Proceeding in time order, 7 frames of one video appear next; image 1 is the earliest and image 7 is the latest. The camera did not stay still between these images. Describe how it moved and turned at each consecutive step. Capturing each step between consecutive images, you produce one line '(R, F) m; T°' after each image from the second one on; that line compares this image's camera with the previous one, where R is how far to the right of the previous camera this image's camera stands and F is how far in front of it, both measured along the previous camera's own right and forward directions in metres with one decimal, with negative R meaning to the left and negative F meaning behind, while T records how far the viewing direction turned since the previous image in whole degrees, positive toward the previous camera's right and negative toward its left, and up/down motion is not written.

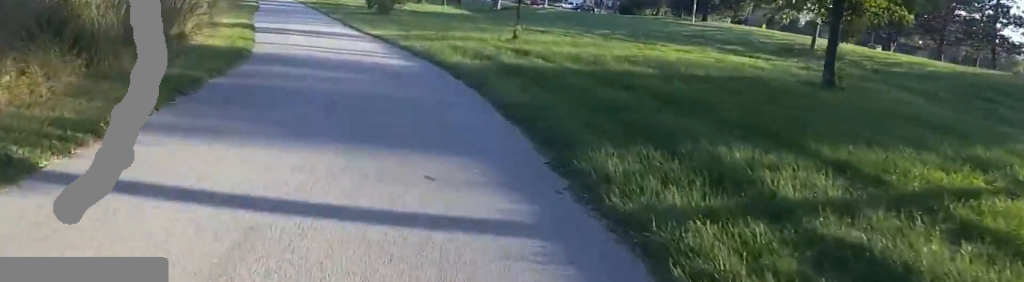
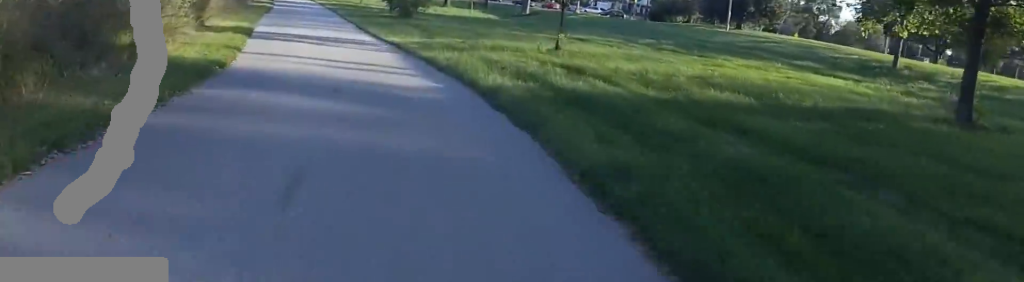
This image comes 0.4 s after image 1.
(-0.5, +2.6) m; 0°
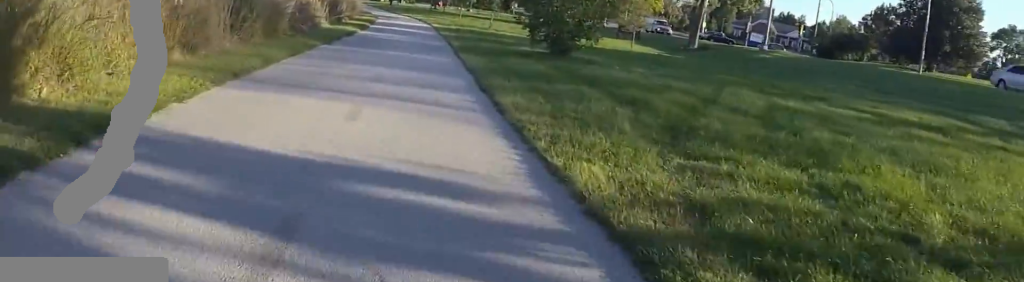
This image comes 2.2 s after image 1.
(-0.4, +11.7) m; -10°
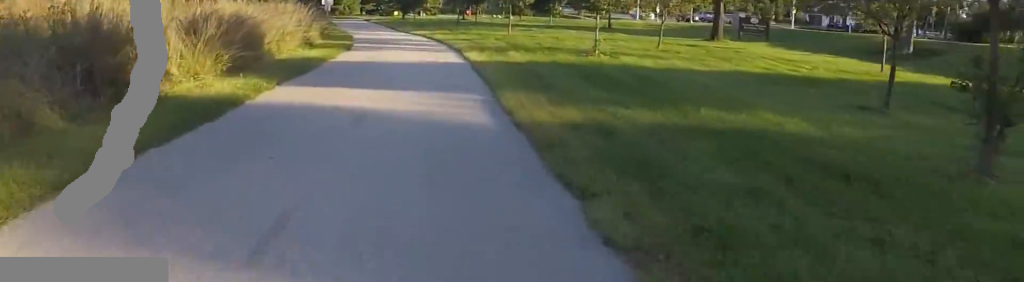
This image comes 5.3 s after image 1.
(-0.5, +22.8) m; -3°
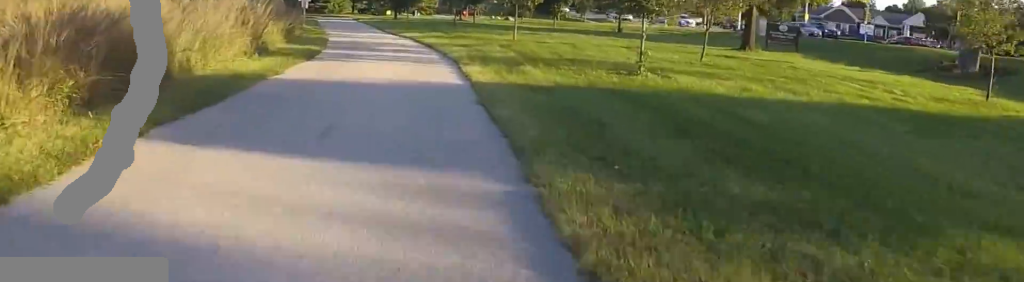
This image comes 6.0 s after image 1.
(+0.1, +4.9) m; +2°
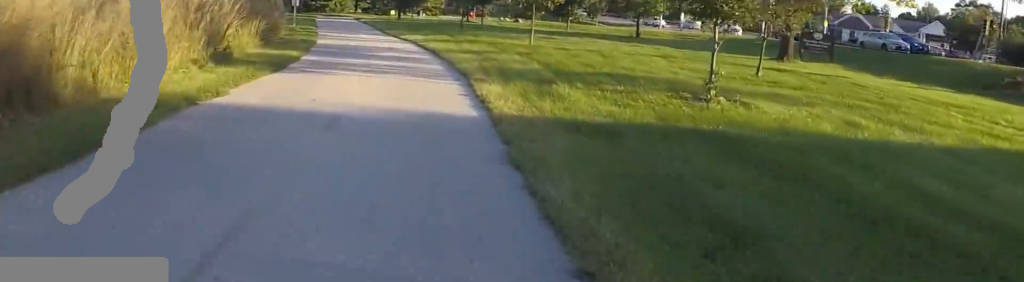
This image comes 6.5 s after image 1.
(0.0, +3.3) m; 0°
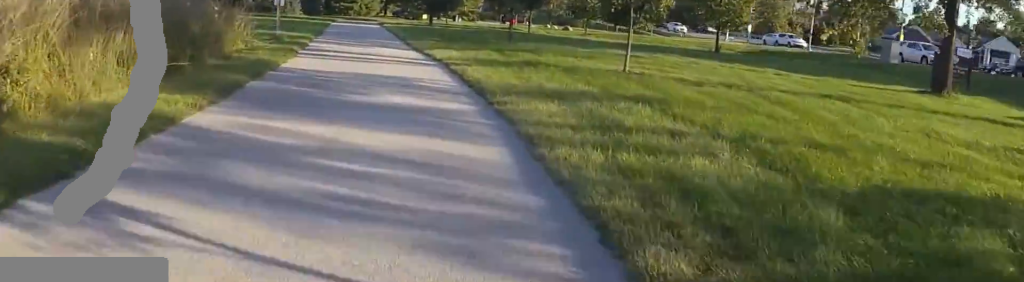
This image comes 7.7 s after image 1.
(0.0, +8.2) m; -9°
